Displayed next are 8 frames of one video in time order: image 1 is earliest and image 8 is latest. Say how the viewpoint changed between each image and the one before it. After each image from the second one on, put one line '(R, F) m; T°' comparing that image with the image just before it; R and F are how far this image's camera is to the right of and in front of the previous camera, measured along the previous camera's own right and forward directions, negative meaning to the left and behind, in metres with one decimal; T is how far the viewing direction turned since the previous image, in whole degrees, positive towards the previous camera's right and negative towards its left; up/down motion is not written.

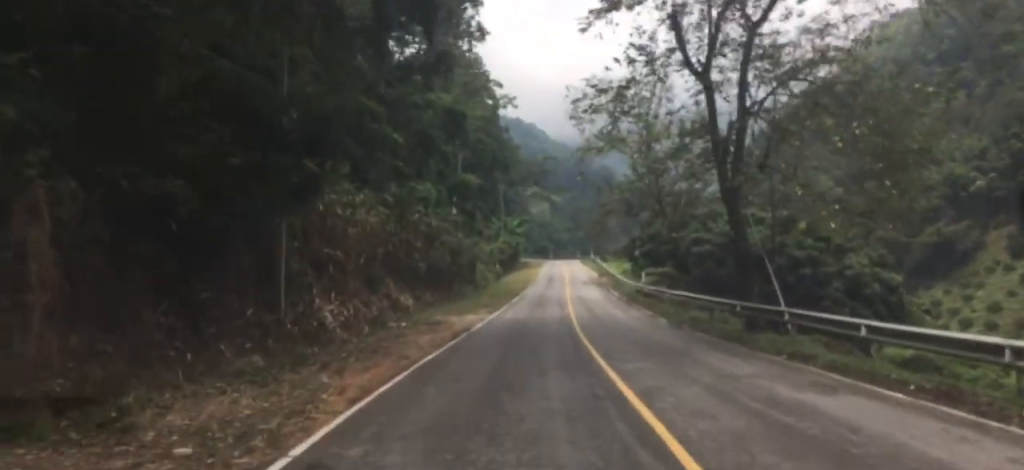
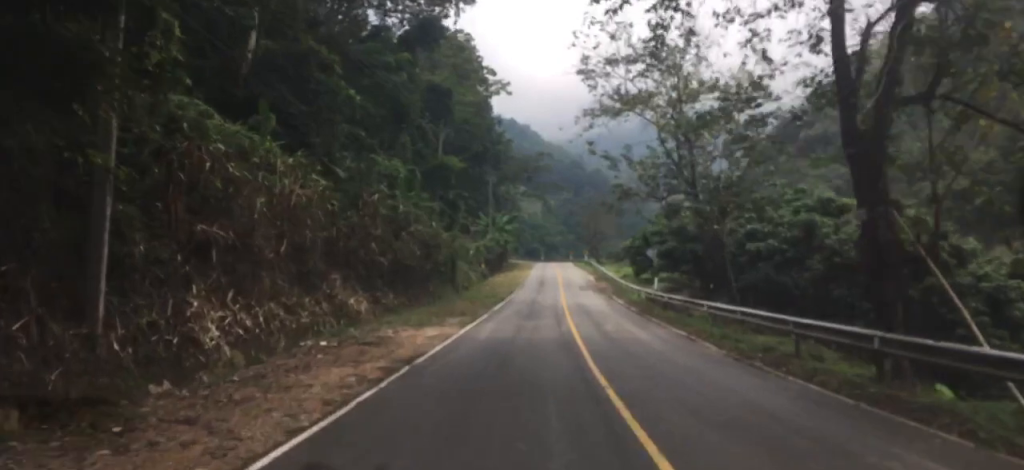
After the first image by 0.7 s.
(-0.2, +8.9) m; -1°
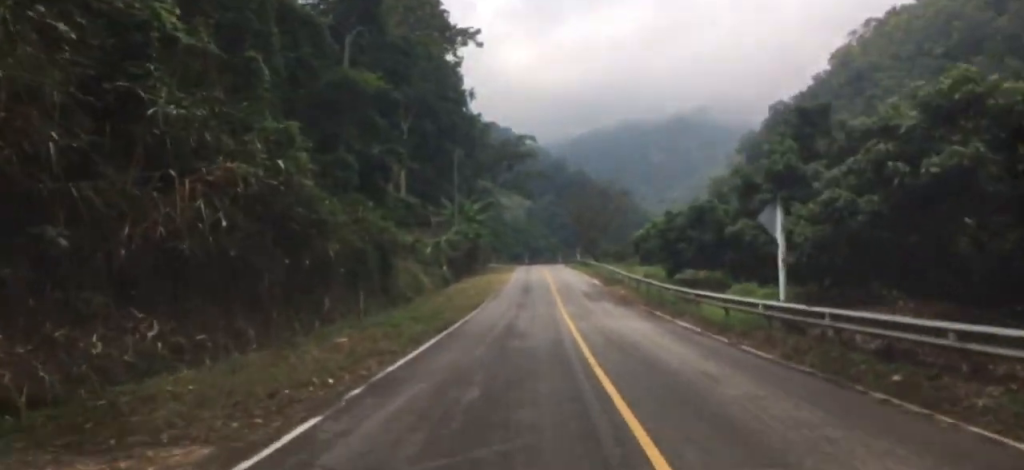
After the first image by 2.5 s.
(-0.1, +22.4) m; +1°
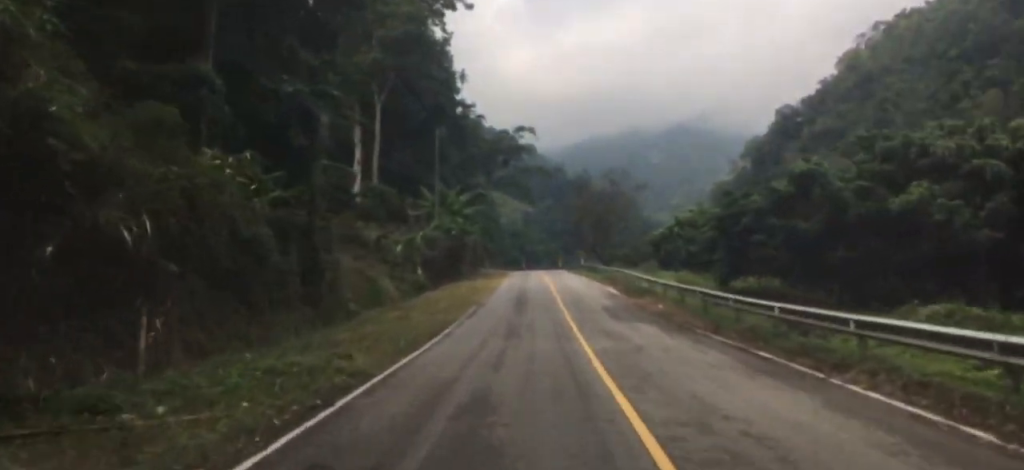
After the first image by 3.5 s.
(+0.2, +12.5) m; 0°
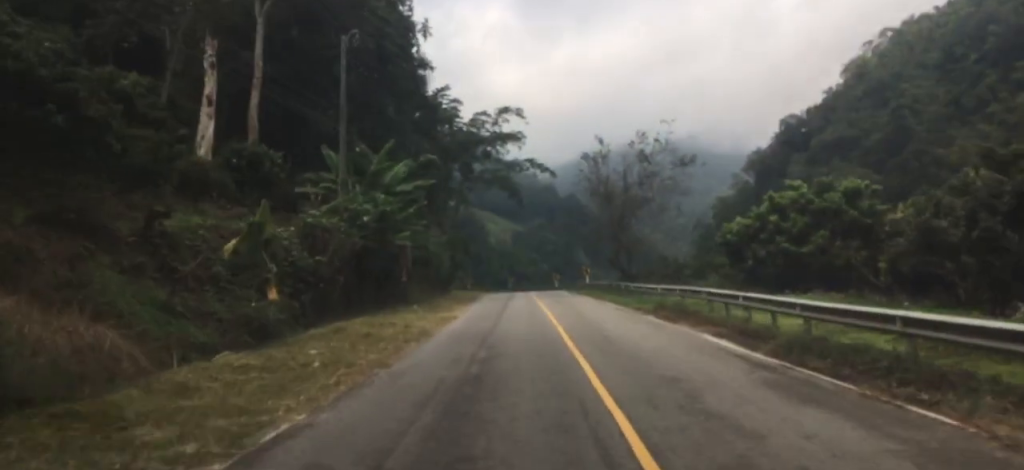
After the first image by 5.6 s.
(-1.3, +25.1) m; -4°
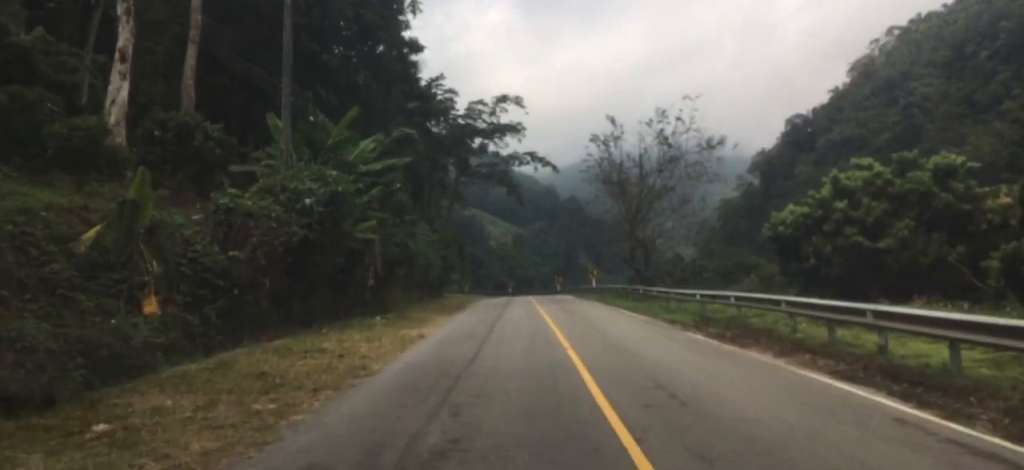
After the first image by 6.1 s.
(+0.2, +6.9) m; 0°
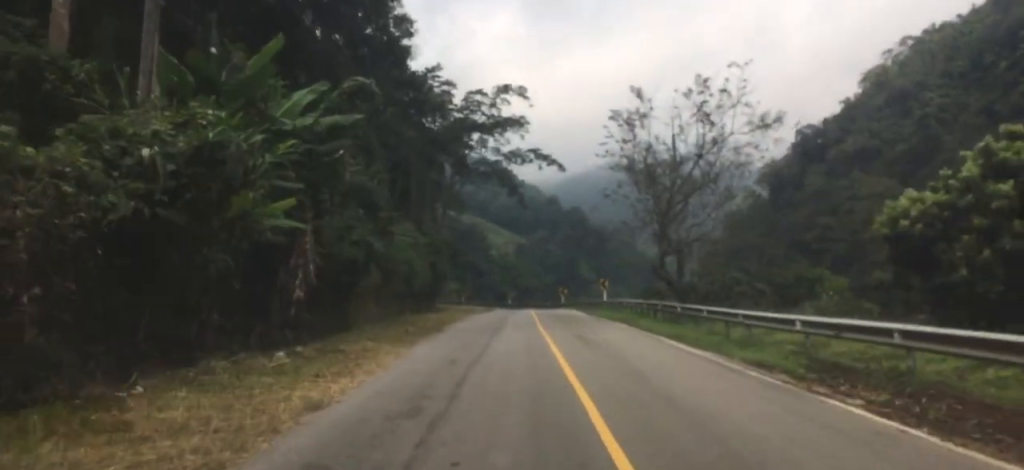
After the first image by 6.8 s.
(-0.1, +8.3) m; +1°
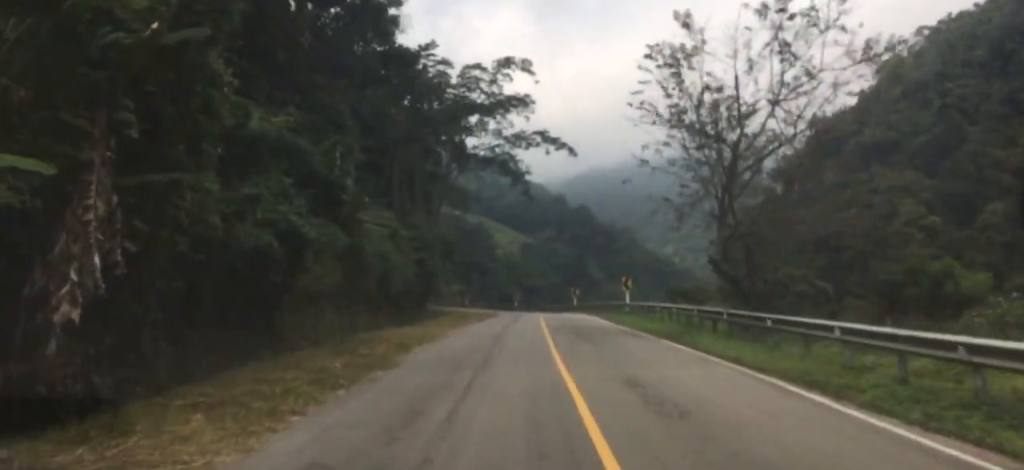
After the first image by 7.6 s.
(0.0, +9.0) m; +1°
